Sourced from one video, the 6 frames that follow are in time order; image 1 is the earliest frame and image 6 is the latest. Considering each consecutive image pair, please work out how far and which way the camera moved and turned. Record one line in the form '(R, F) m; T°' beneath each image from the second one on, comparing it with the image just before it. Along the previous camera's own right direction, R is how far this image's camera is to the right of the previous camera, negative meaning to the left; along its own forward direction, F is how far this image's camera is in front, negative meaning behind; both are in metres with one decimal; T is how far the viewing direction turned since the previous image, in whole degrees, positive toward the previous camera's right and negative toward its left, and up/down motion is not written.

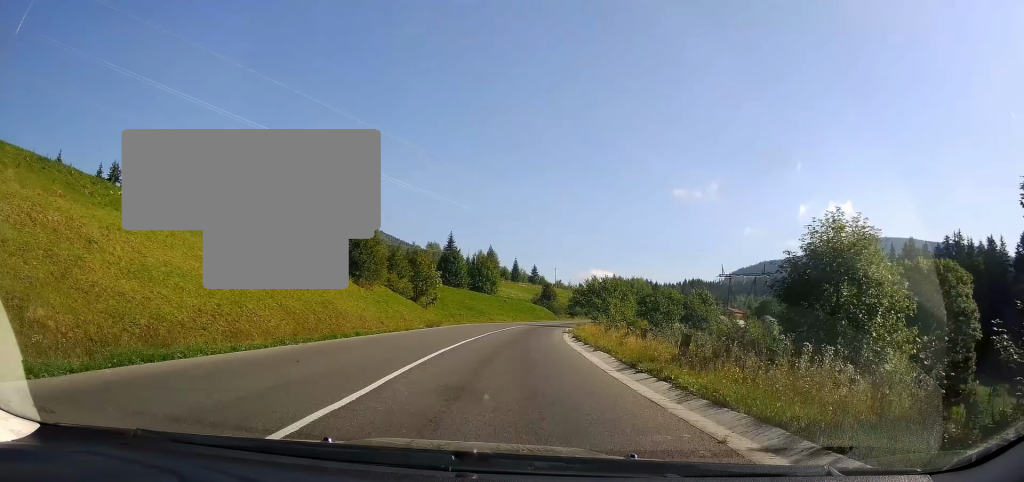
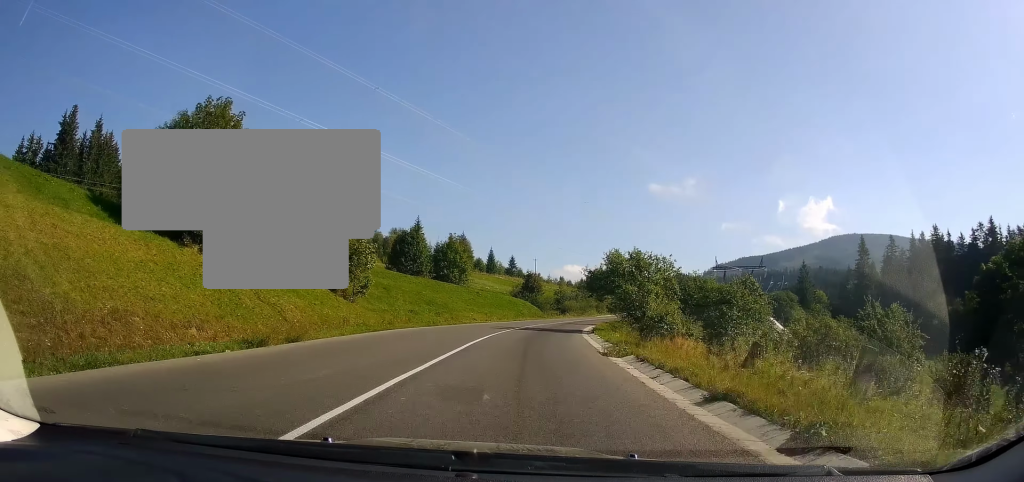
(+0.5, +24.1) m; +2°
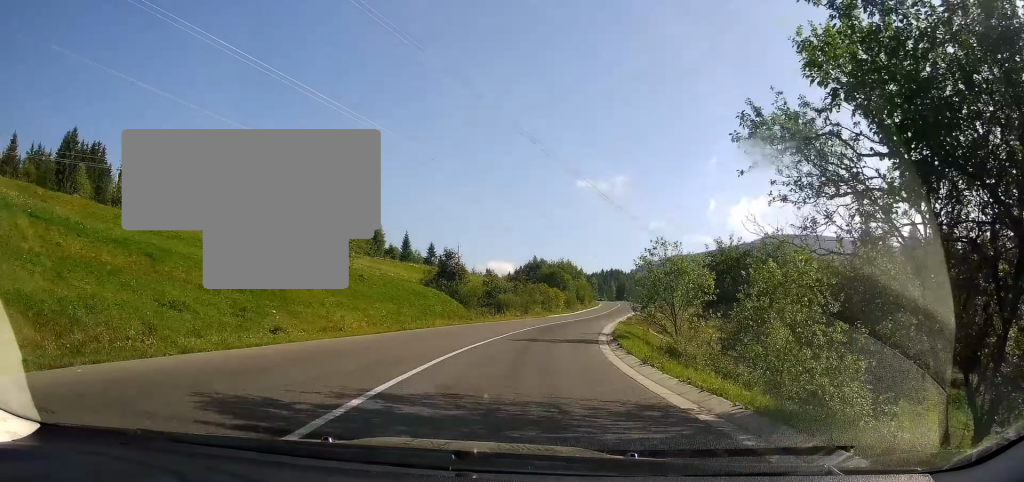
(+1.5, +34.4) m; +4°
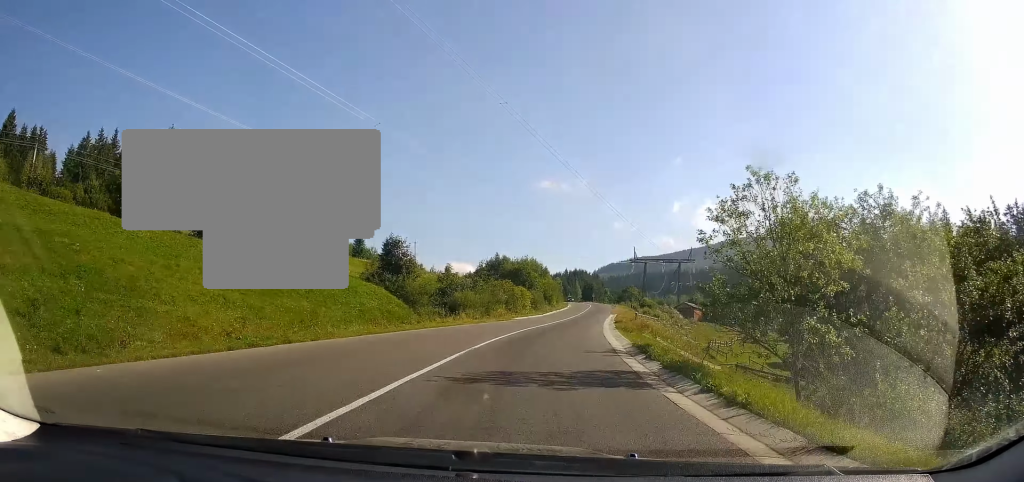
(0.0, +12.6) m; +3°
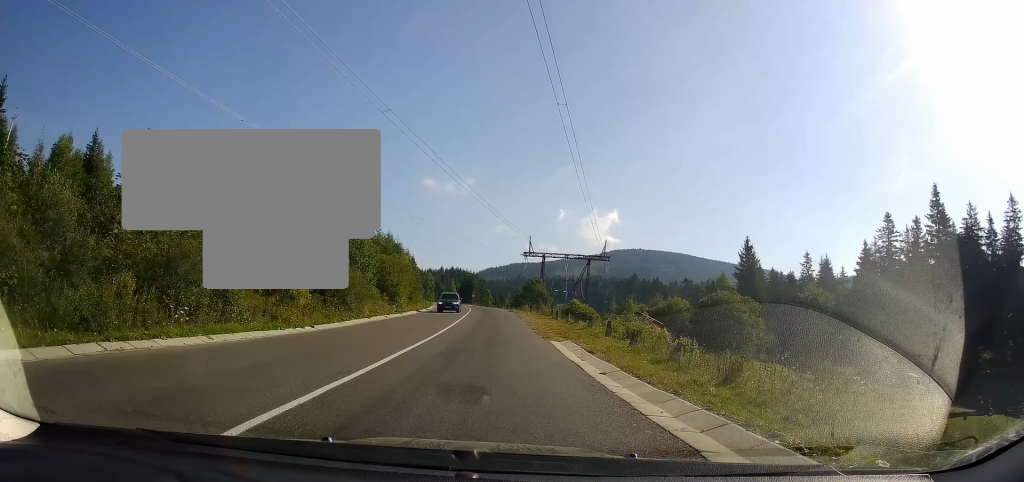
(+7.4, +53.5) m; +13°
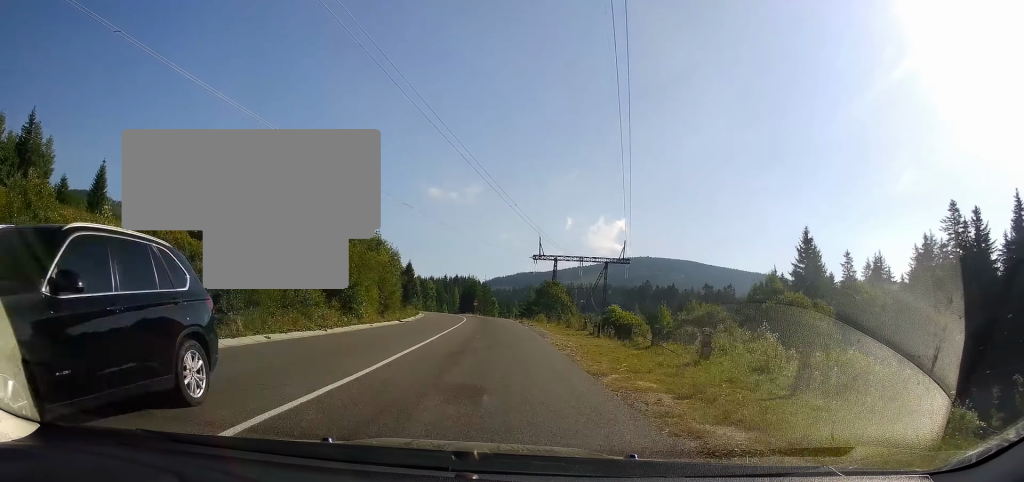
(+0.3, +19.1) m; +3°
